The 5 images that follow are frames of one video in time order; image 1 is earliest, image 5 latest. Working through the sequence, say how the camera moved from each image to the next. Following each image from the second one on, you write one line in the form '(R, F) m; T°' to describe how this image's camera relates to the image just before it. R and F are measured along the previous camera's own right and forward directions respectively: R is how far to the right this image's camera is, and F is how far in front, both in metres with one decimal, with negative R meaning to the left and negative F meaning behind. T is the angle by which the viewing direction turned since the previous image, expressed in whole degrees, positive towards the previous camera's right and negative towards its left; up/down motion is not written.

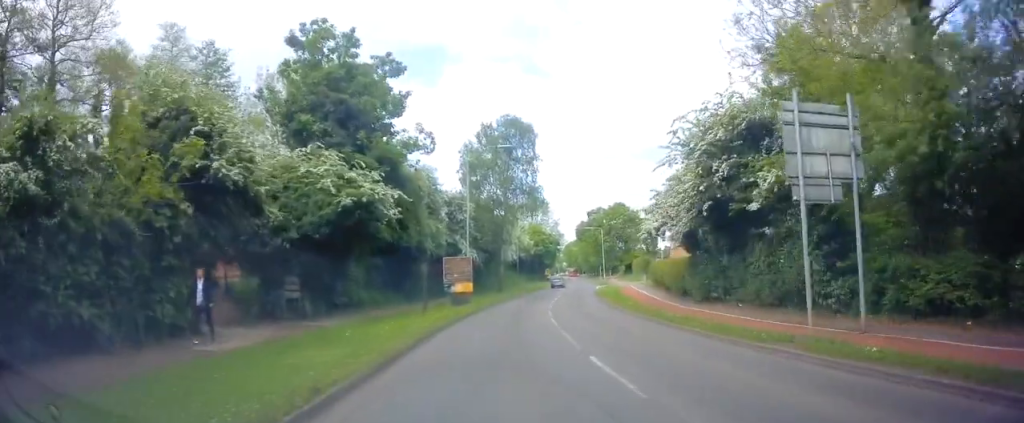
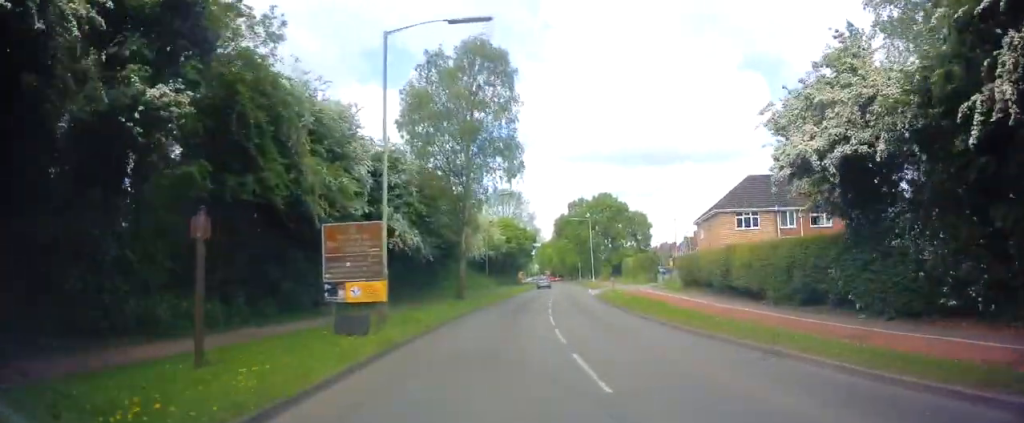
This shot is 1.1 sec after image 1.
(+0.3, +17.3) m; +2°
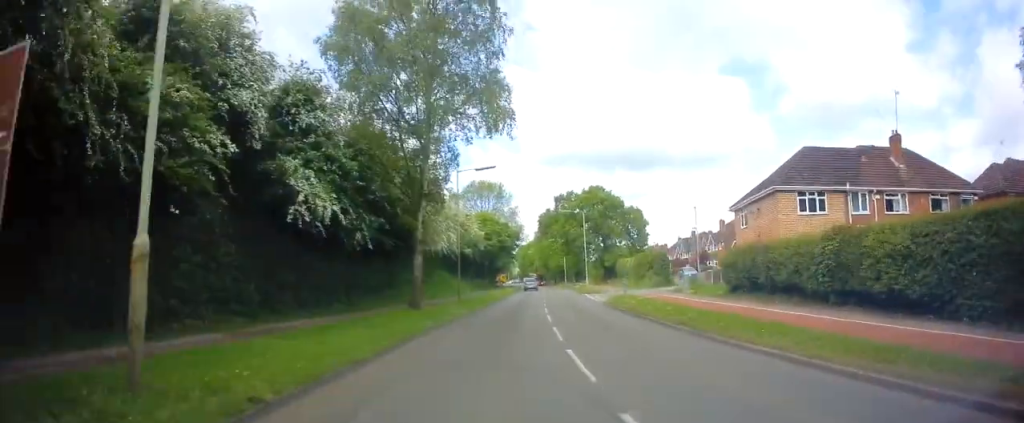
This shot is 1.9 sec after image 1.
(+0.2, +10.8) m; +3°
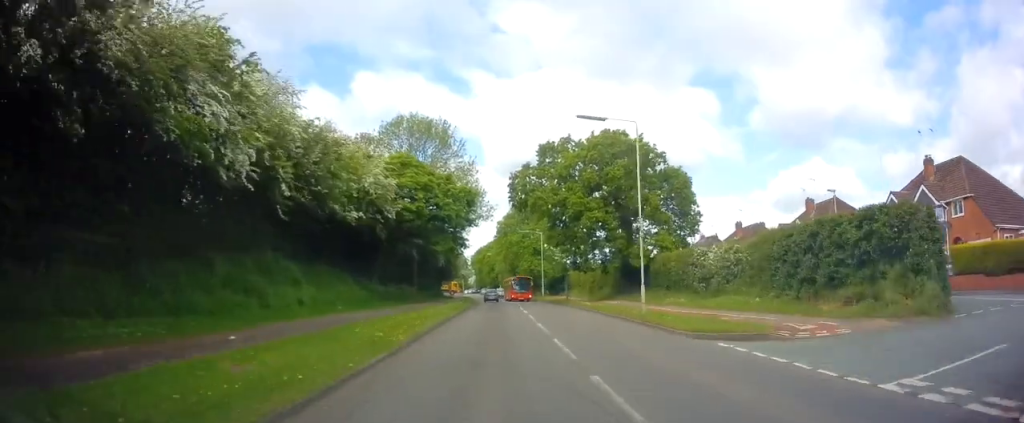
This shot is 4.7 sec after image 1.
(+2.3, +38.4) m; +4°
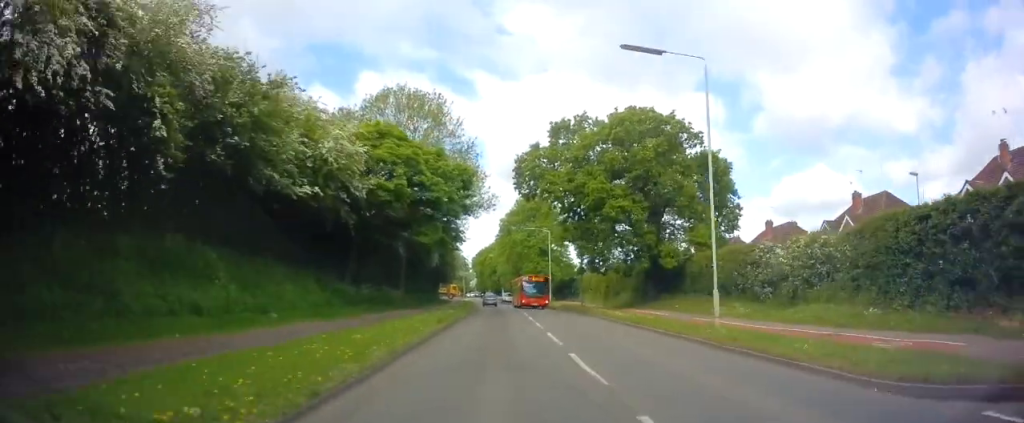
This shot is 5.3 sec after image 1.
(0.0, +8.2) m; 0°
